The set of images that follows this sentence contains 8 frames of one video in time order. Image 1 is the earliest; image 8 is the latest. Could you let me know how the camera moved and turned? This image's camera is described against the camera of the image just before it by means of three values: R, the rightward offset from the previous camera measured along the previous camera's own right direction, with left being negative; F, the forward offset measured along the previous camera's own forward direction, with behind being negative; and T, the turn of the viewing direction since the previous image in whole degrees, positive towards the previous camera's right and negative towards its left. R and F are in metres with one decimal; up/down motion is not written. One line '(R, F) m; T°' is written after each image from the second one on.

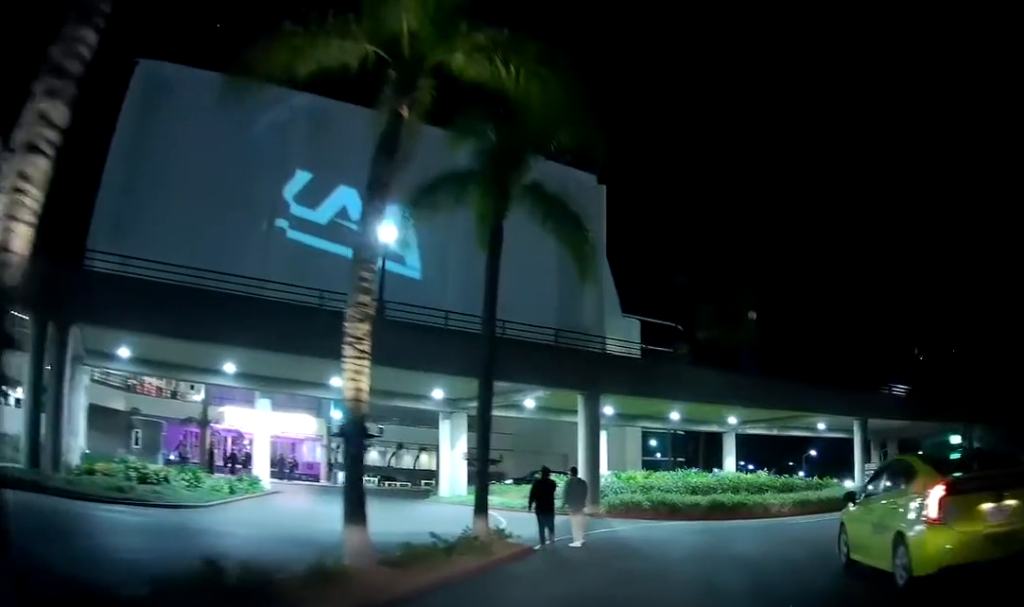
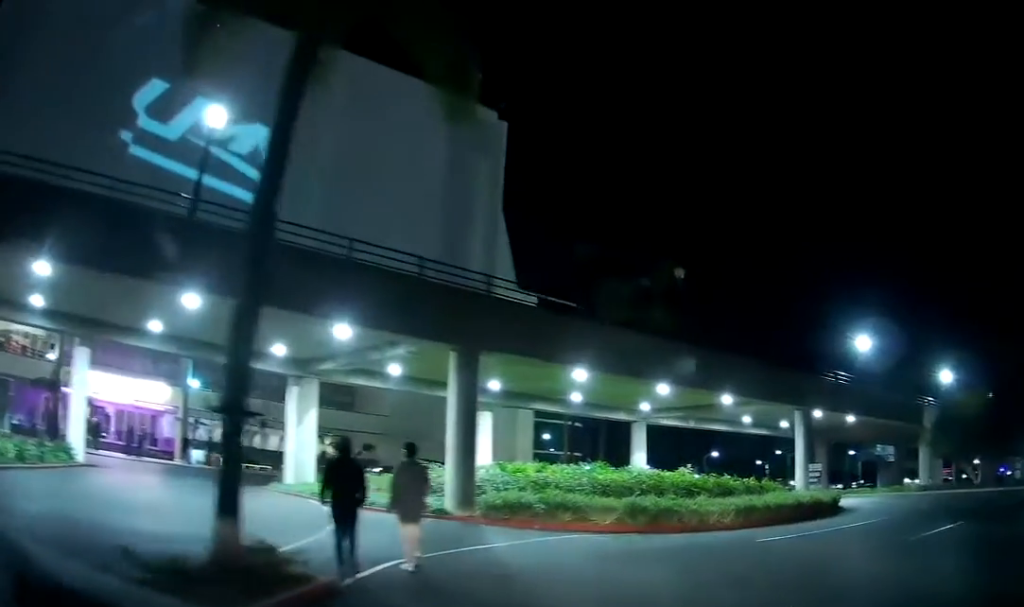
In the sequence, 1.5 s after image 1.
(+0.2, +7.3) m; +6°
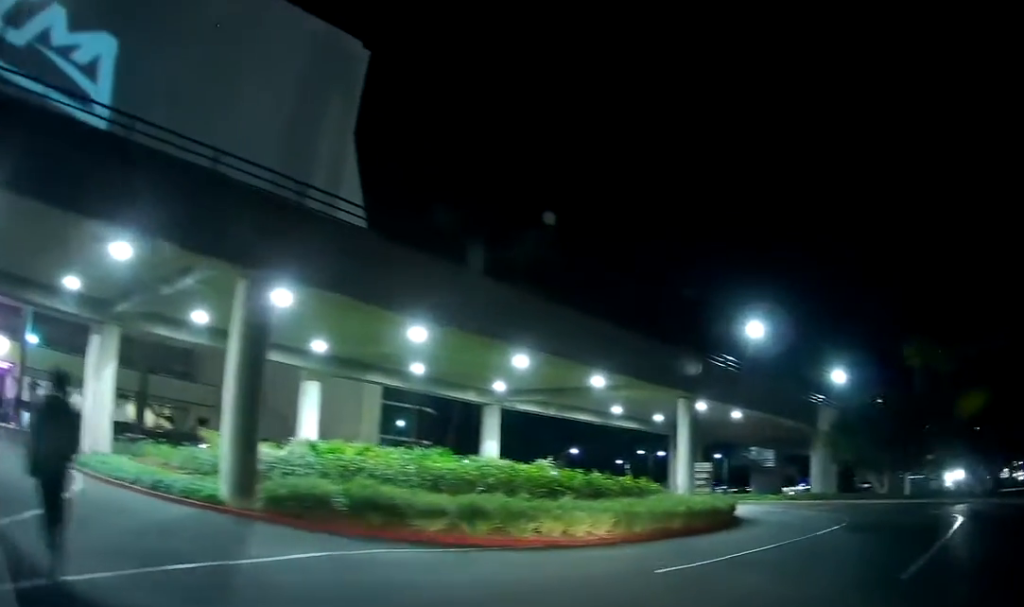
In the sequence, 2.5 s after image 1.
(+0.6, +3.3) m; +18°
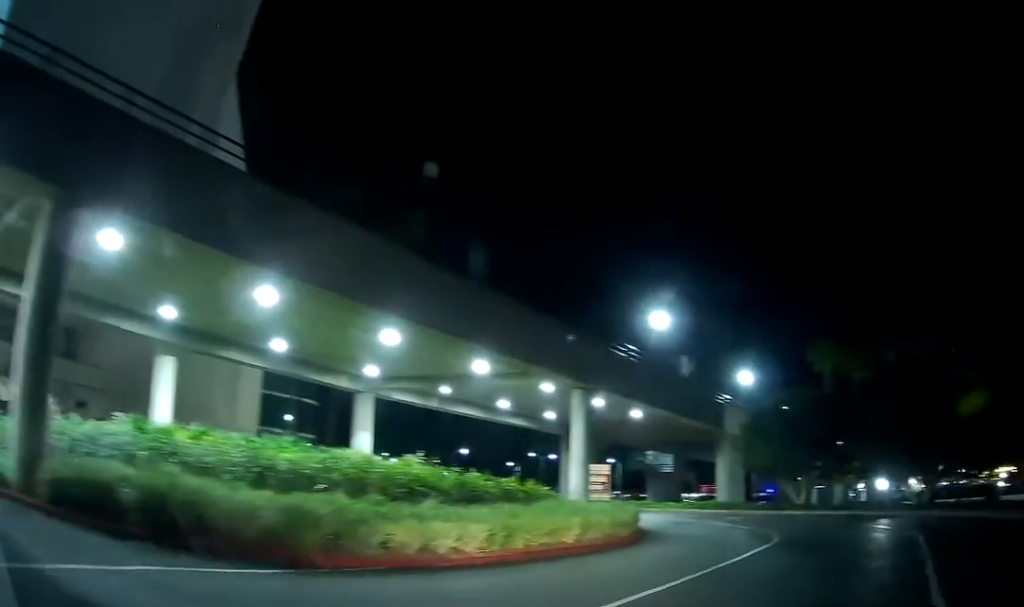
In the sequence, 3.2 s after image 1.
(+0.3, +2.2) m; +10°
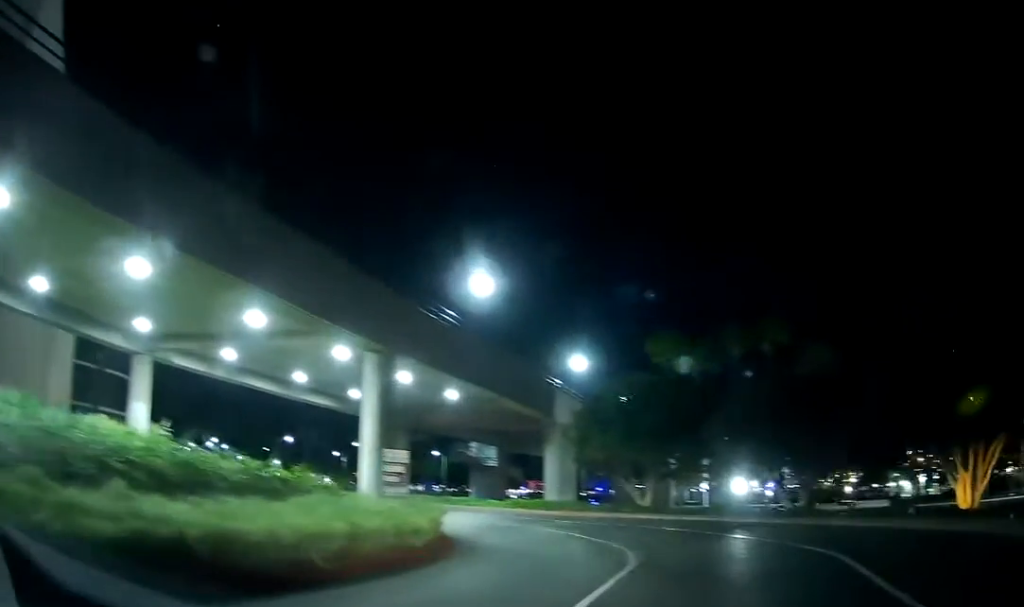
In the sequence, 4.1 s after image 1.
(+0.5, +4.9) m; +6°
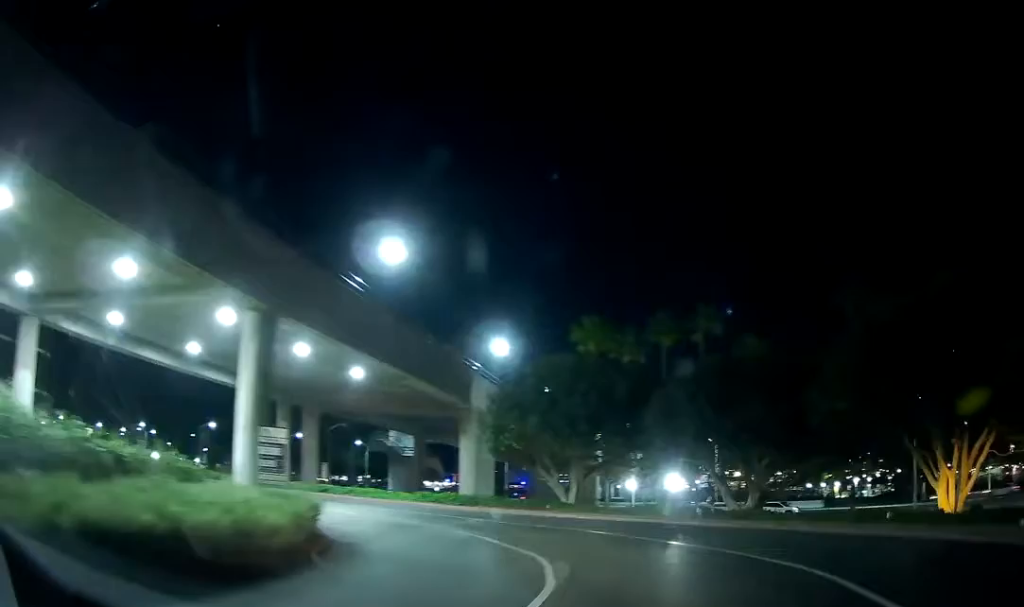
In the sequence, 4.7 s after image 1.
(+0.1, +3.8) m; +1°
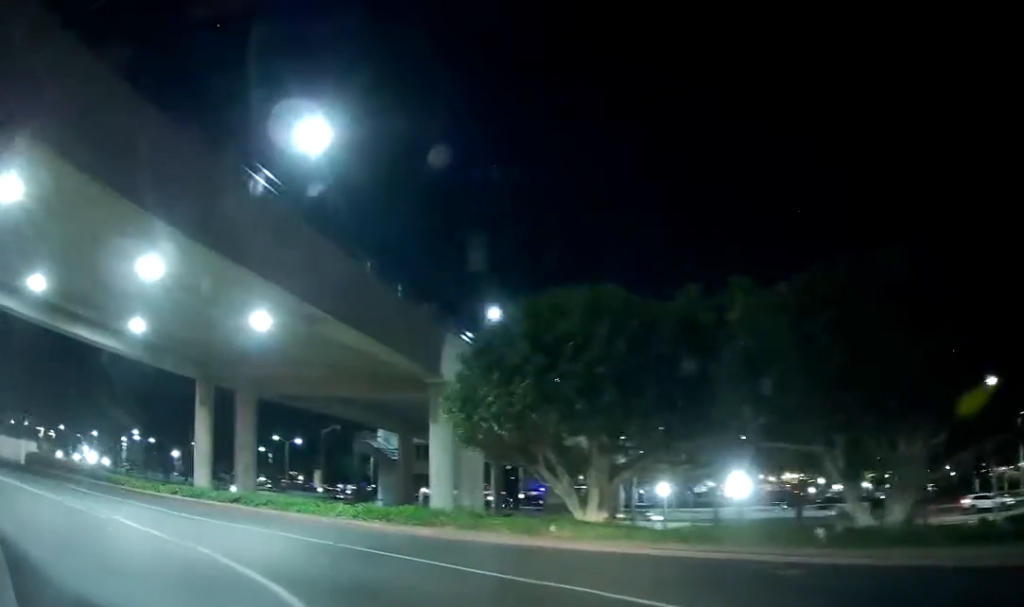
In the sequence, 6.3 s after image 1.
(0.0, +11.5) m; -1°
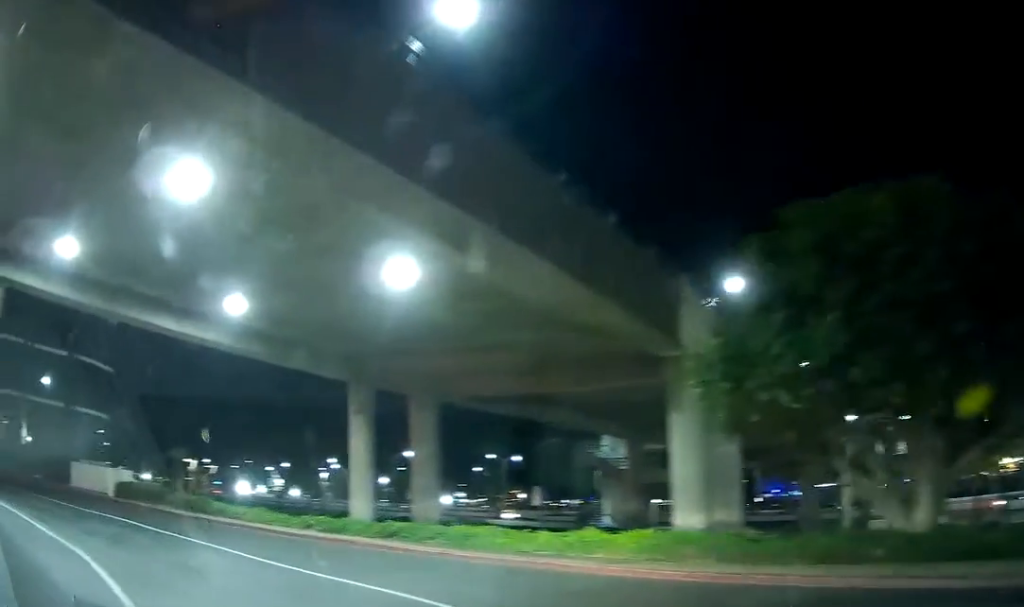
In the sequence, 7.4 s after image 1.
(-0.1, +7.5) m; -10°
